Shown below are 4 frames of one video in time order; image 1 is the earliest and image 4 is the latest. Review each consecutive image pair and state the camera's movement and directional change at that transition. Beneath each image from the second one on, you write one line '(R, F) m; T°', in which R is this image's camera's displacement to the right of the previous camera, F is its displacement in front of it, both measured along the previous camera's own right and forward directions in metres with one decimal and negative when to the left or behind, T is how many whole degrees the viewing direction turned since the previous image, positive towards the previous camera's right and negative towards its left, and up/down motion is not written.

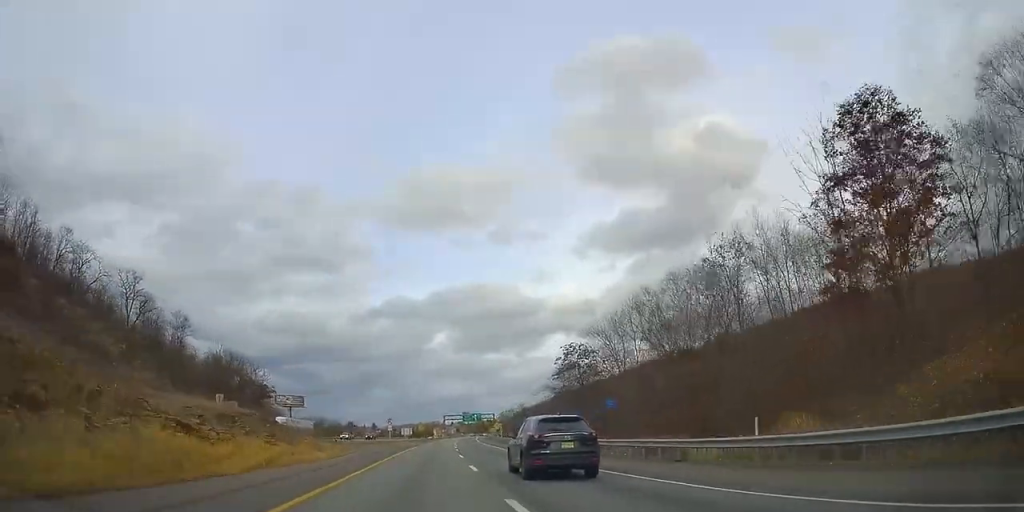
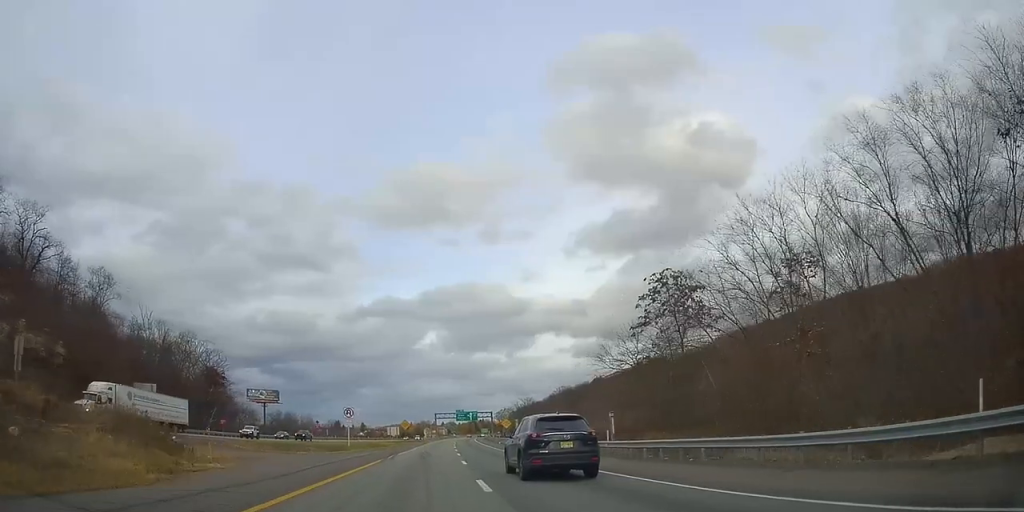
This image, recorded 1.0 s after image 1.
(+0.2, +31.3) m; +1°
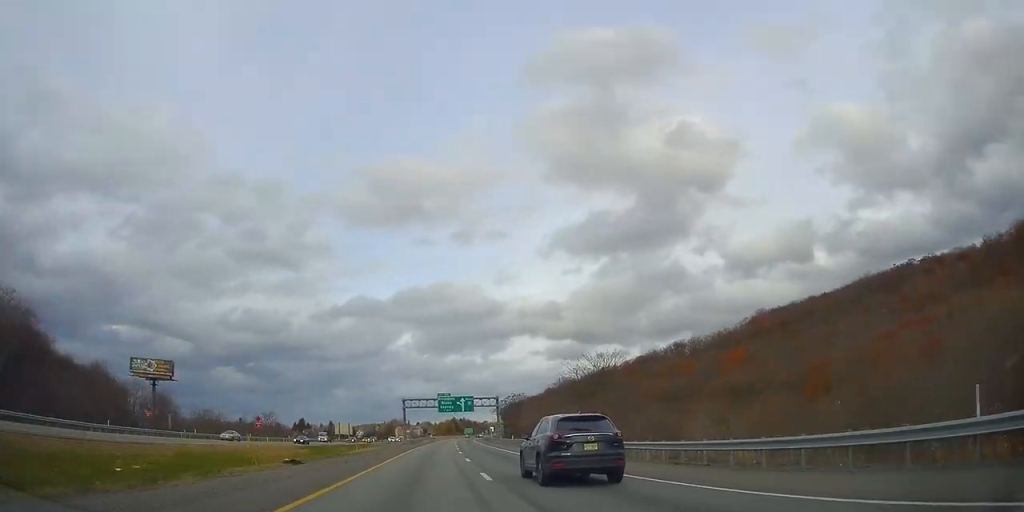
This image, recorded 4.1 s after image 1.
(+2.3, +91.1) m; +2°
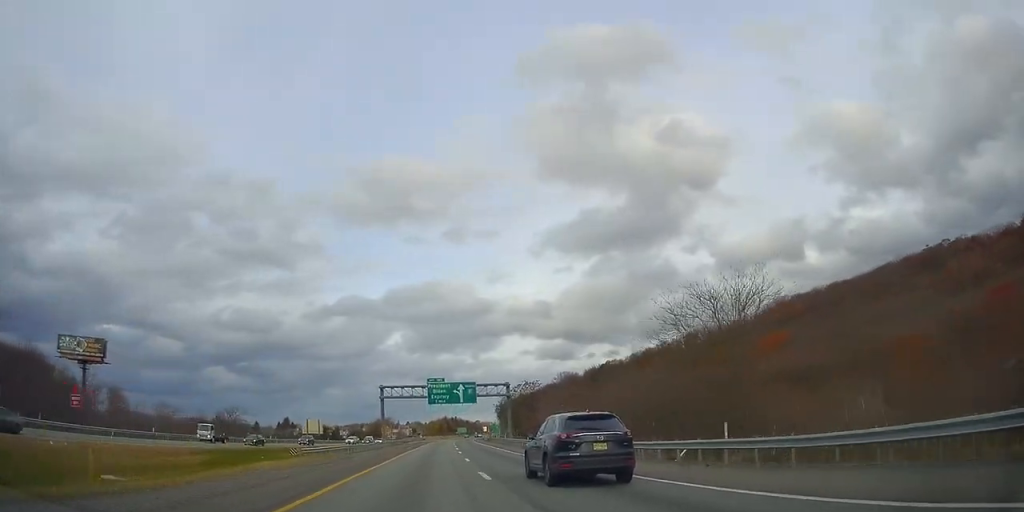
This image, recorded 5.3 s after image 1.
(+0.8, +35.5) m; +1°
